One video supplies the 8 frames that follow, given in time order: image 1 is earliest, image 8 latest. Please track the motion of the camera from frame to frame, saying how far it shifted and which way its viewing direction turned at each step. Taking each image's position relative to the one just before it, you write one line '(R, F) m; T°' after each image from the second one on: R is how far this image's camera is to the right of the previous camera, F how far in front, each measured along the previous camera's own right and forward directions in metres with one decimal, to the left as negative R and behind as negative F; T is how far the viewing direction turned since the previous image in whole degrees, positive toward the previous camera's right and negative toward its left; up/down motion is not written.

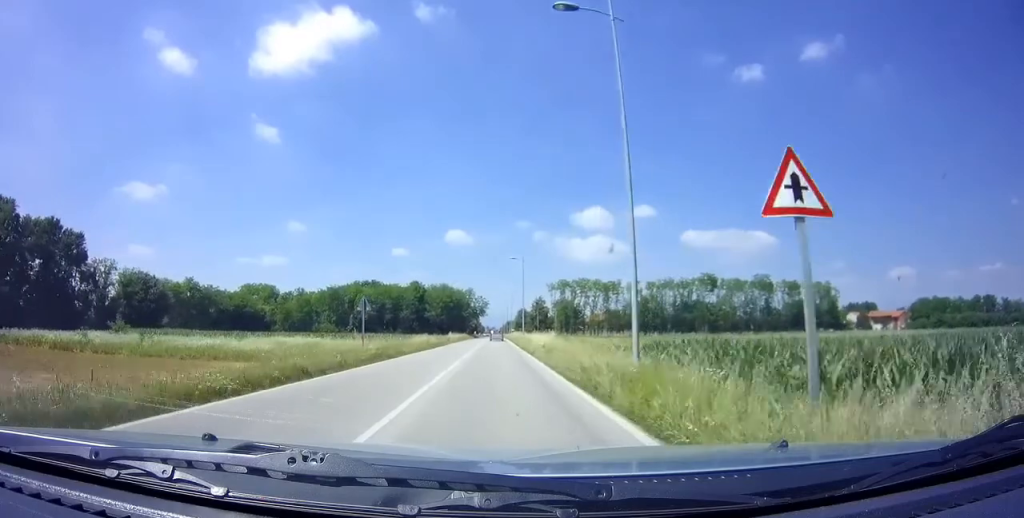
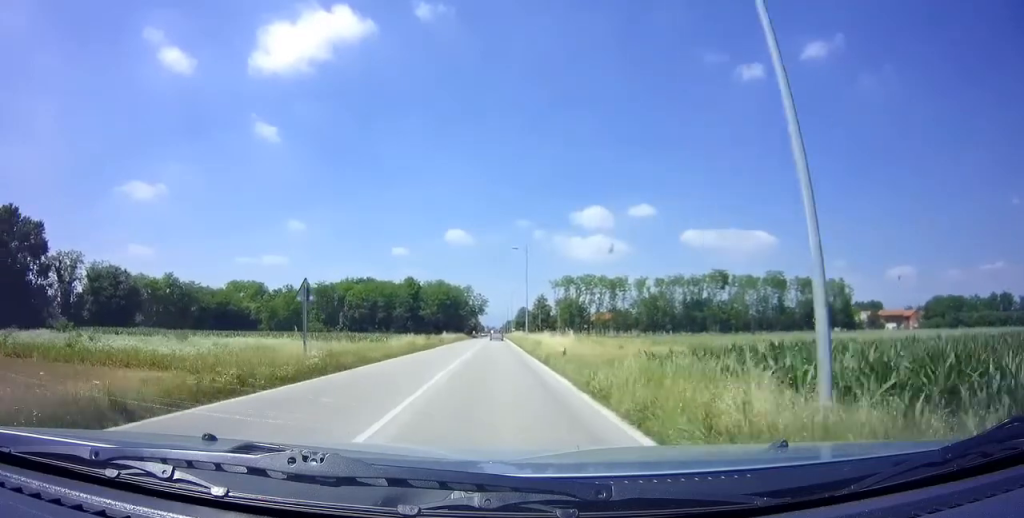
(0.0, +8.0) m; 0°
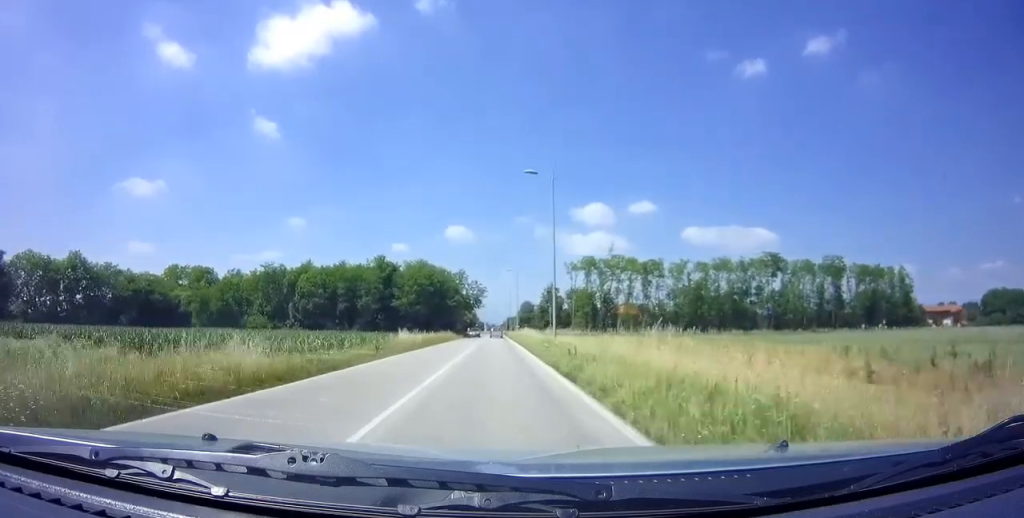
(0.0, +26.5) m; 0°
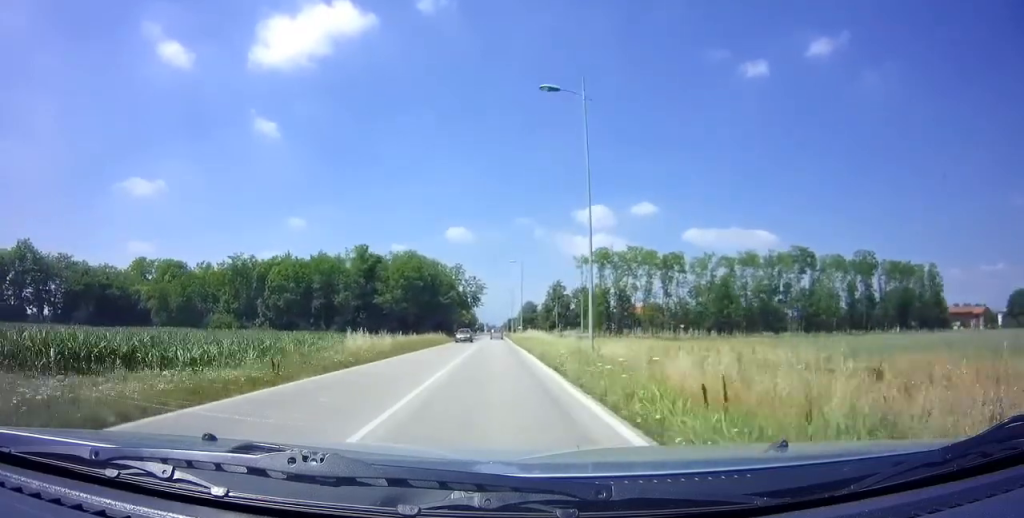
(0.0, +11.1) m; 0°
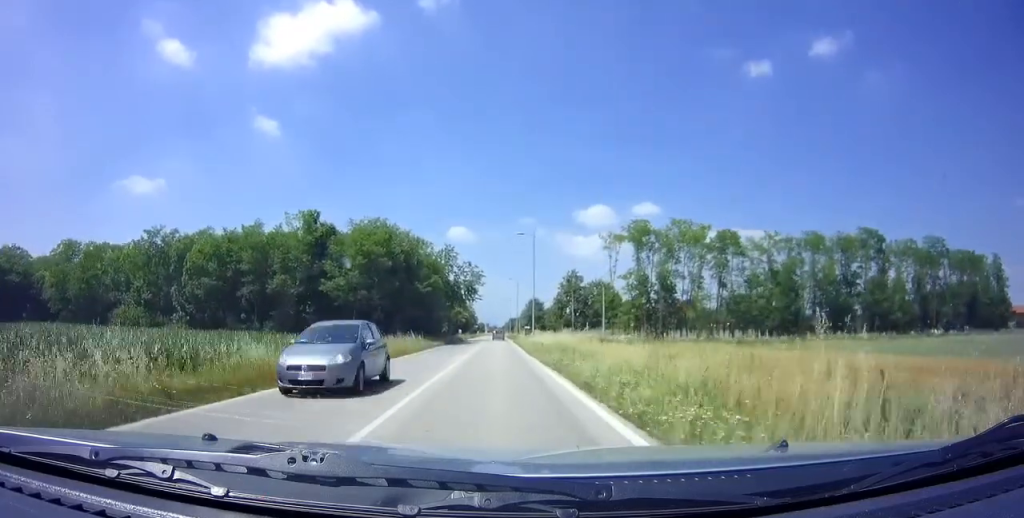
(0.0, +20.6) m; 0°
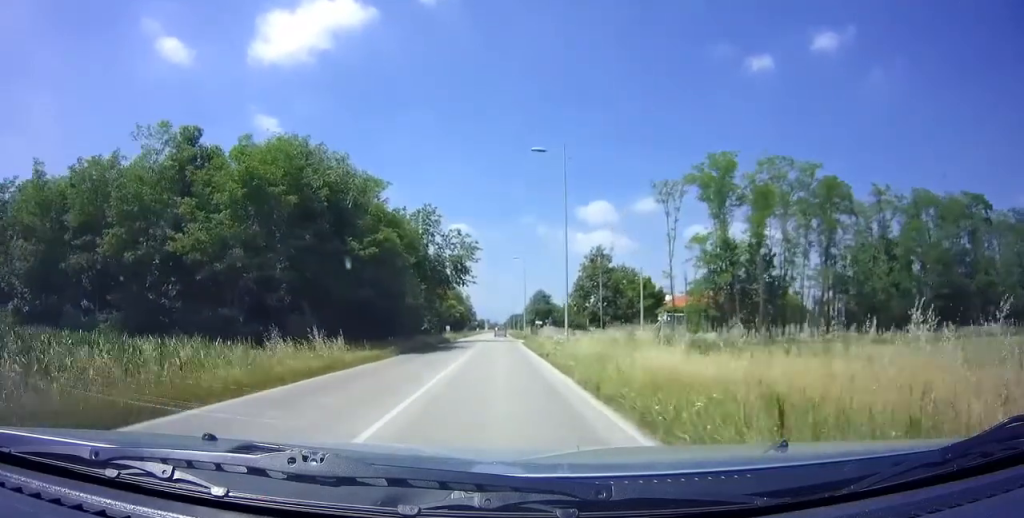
(0.0, +21.8) m; 0°
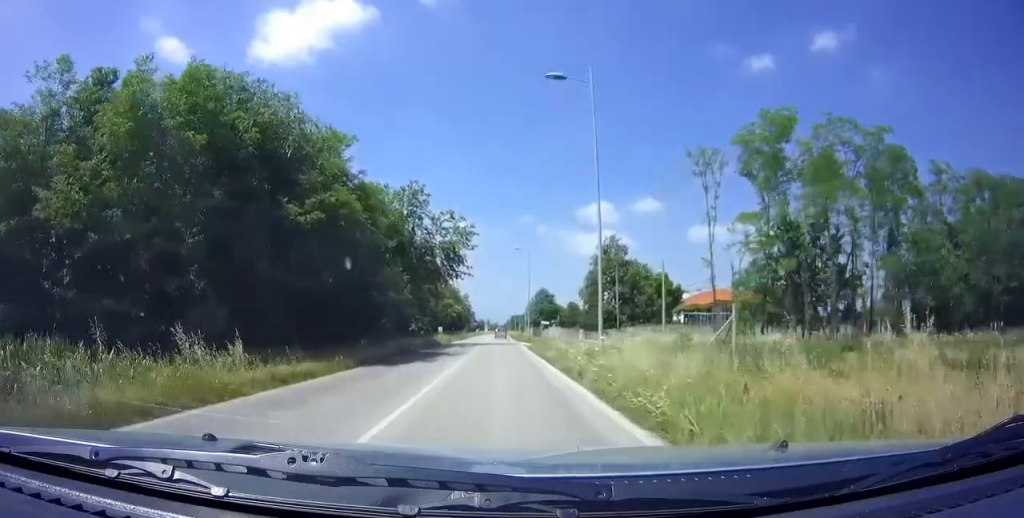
(0.0, +8.3) m; 0°
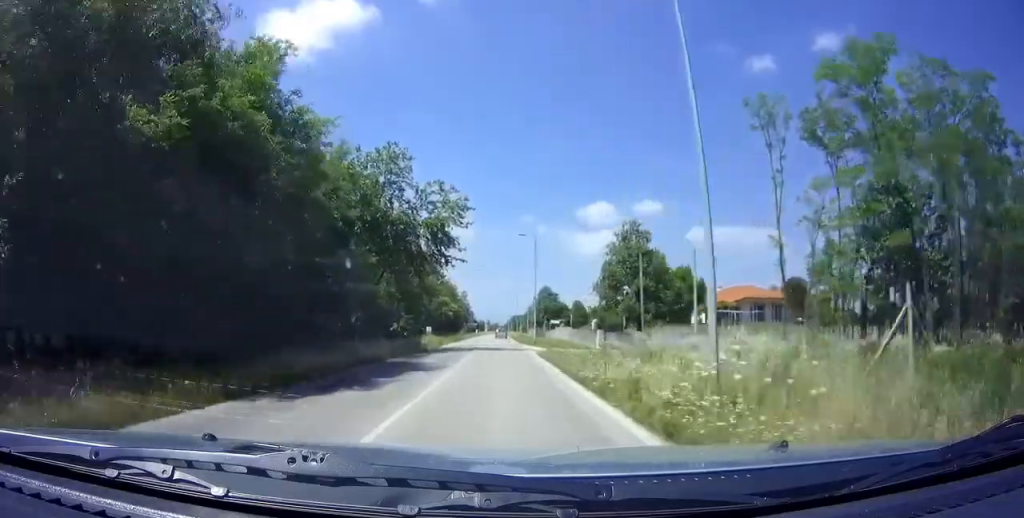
(0.0, +8.9) m; 0°
